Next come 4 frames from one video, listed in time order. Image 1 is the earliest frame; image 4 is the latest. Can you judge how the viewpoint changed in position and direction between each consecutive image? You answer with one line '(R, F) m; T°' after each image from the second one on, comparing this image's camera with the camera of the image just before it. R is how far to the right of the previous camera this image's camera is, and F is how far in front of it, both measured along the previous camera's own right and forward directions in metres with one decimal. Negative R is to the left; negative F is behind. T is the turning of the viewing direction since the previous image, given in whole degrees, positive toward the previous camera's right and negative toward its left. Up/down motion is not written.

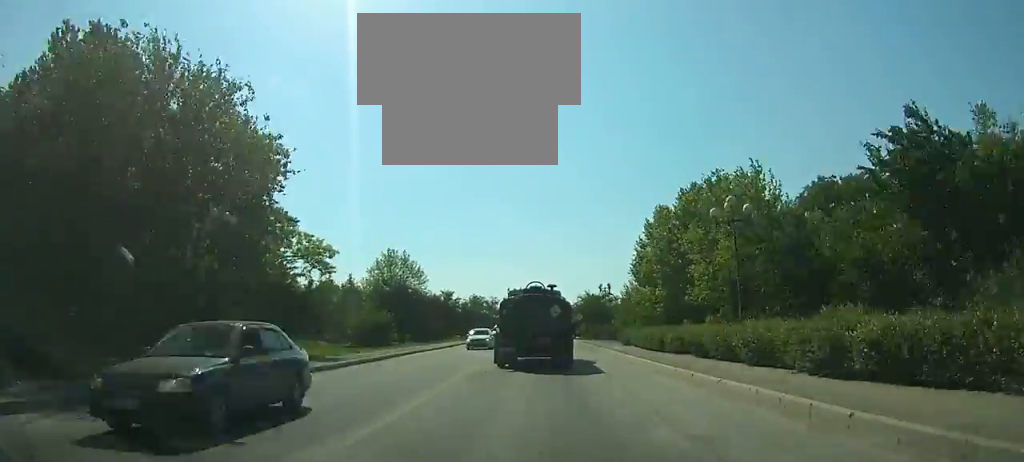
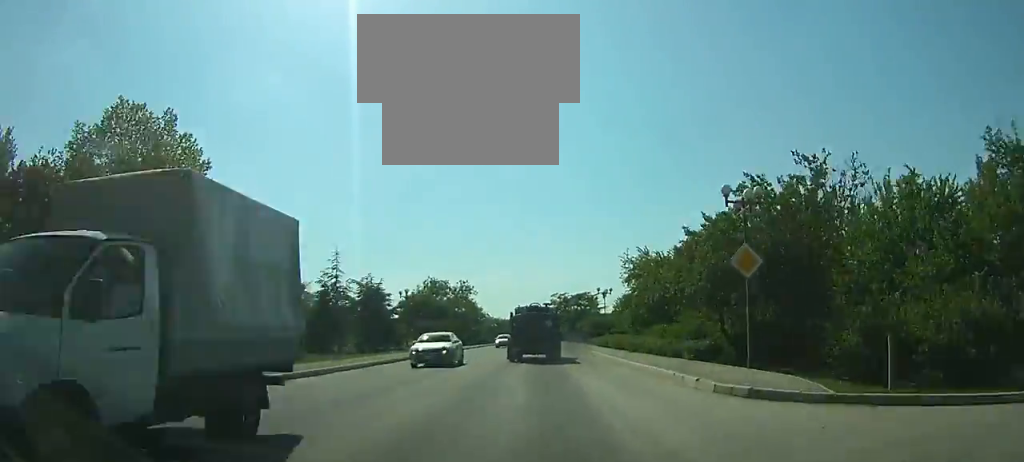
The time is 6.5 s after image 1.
(-0.2, +69.4) m; -1°
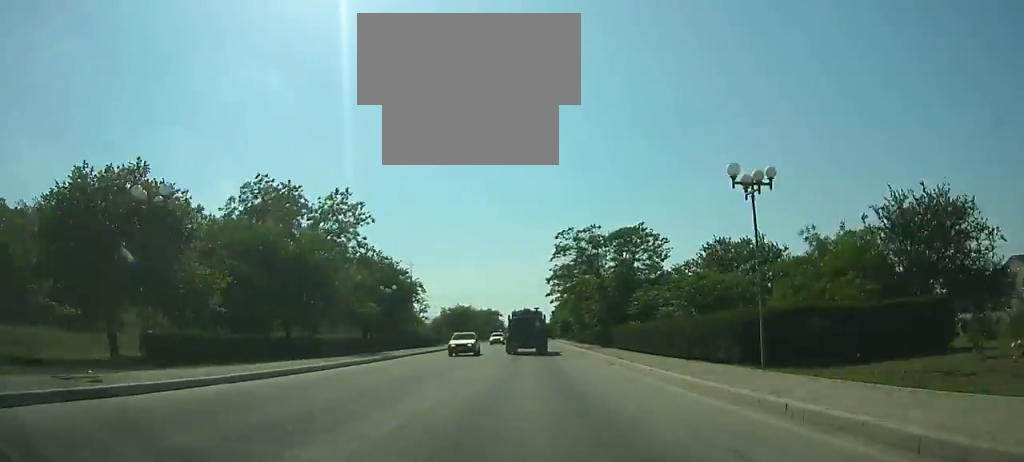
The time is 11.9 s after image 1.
(+0.1, +64.5) m; +1°
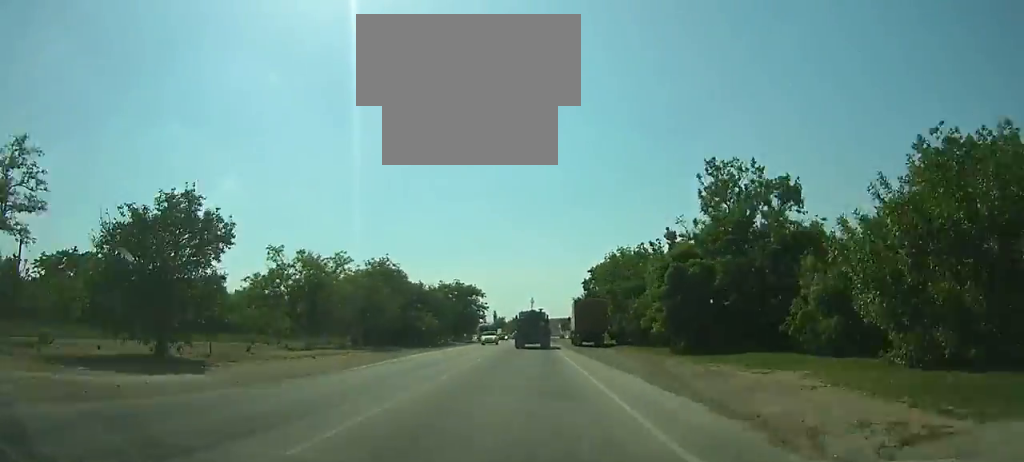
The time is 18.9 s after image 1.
(+1.0, +95.6) m; +1°
